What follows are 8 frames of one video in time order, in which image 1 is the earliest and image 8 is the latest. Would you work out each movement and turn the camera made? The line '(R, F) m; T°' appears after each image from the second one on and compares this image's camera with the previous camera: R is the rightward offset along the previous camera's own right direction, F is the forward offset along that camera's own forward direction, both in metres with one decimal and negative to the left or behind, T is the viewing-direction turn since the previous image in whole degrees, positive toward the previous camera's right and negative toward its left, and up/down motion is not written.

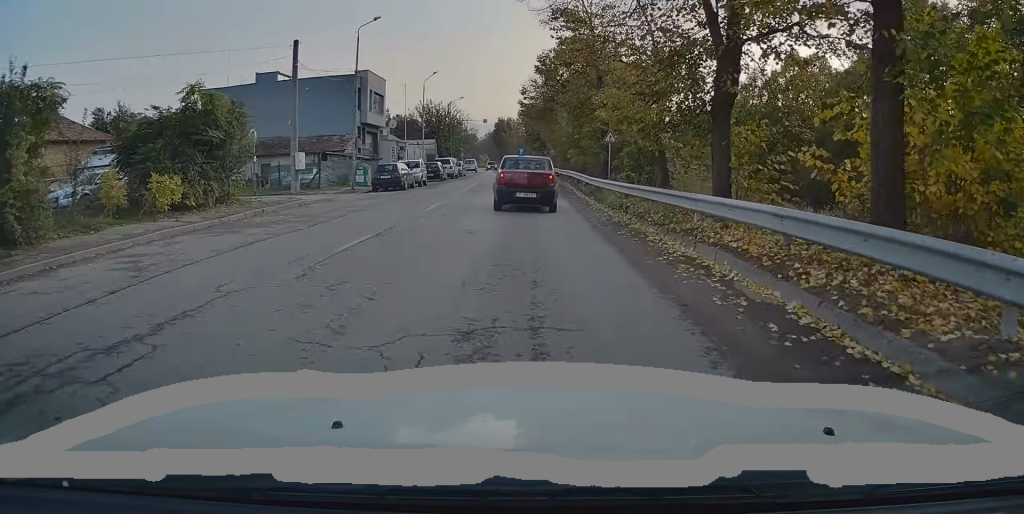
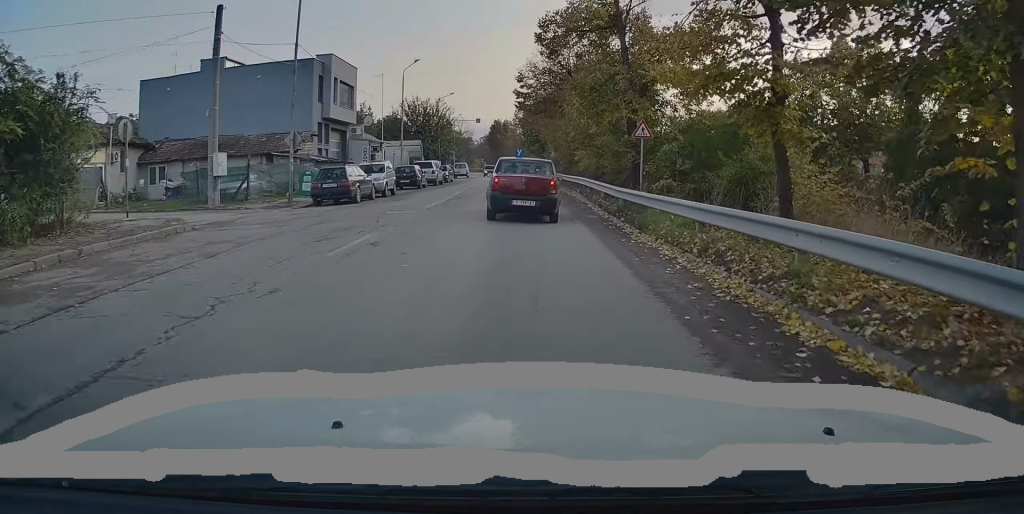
(0.0, +8.6) m; +1°
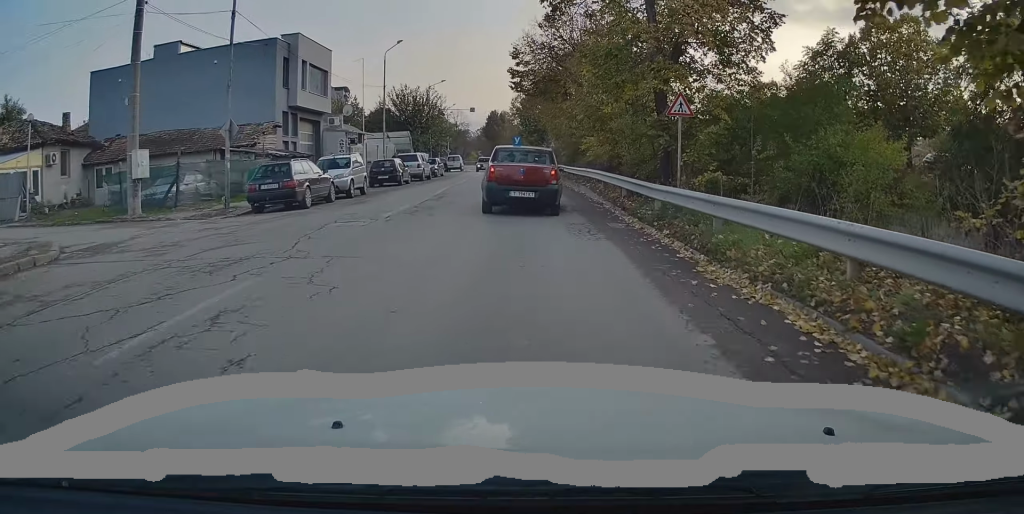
(+0.1, +5.3) m; 0°
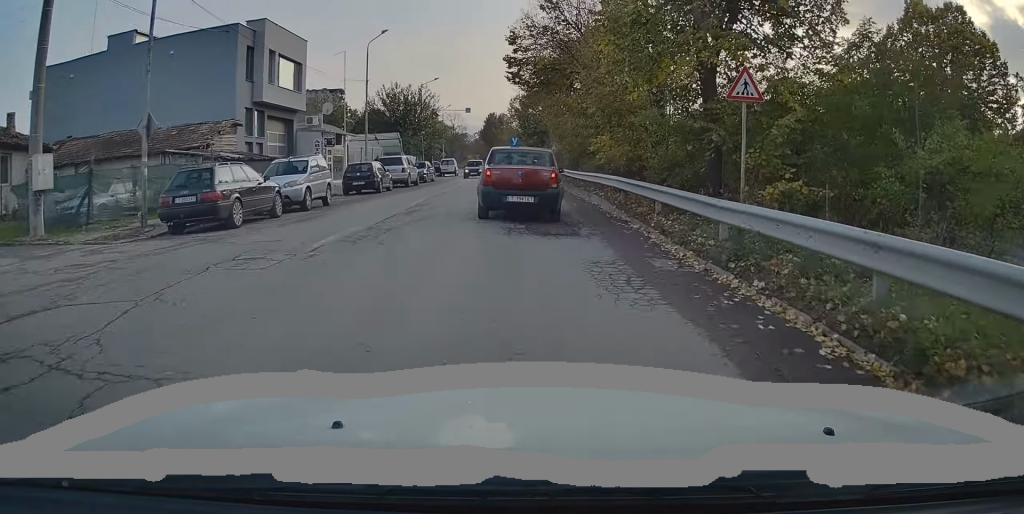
(0.0, +4.5) m; -1°
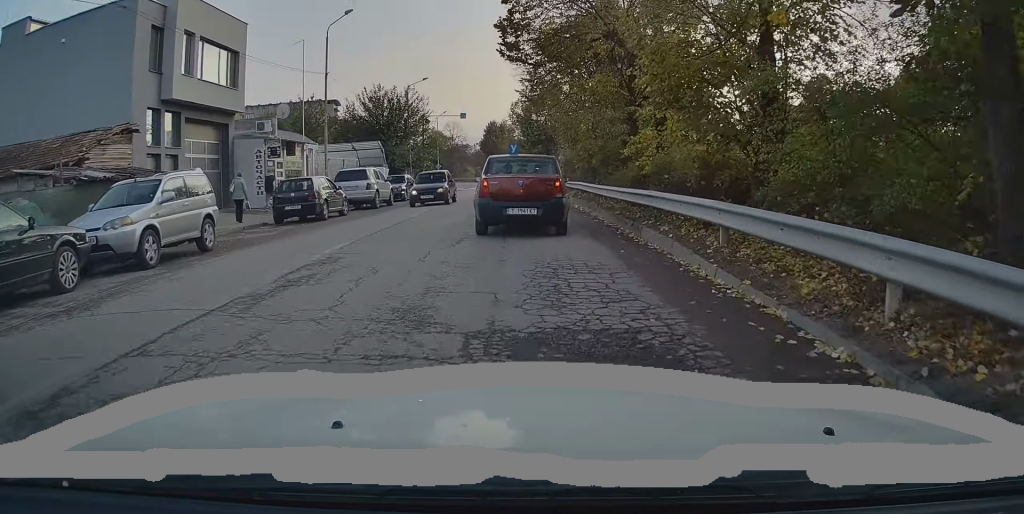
(-0.2, +8.2) m; -2°
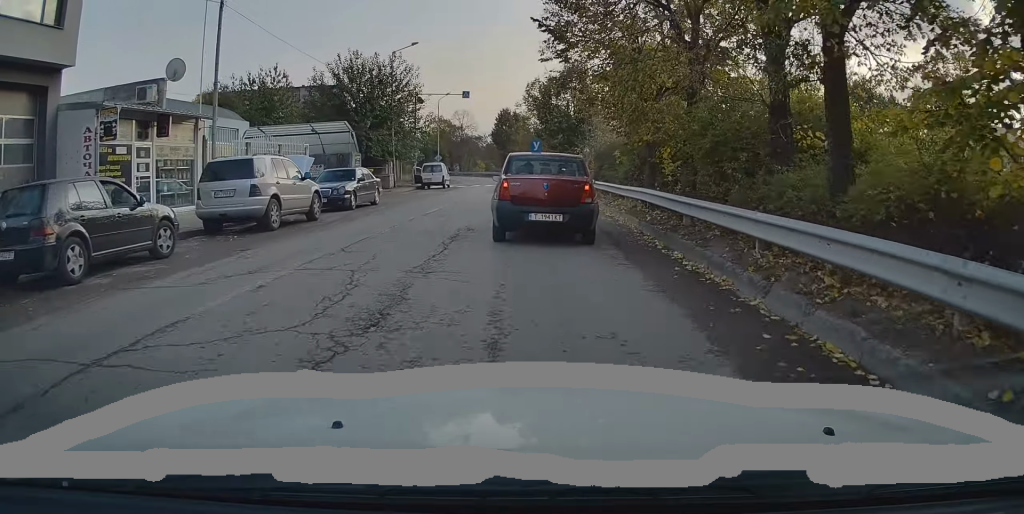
(-0.1, +12.3) m; 0°
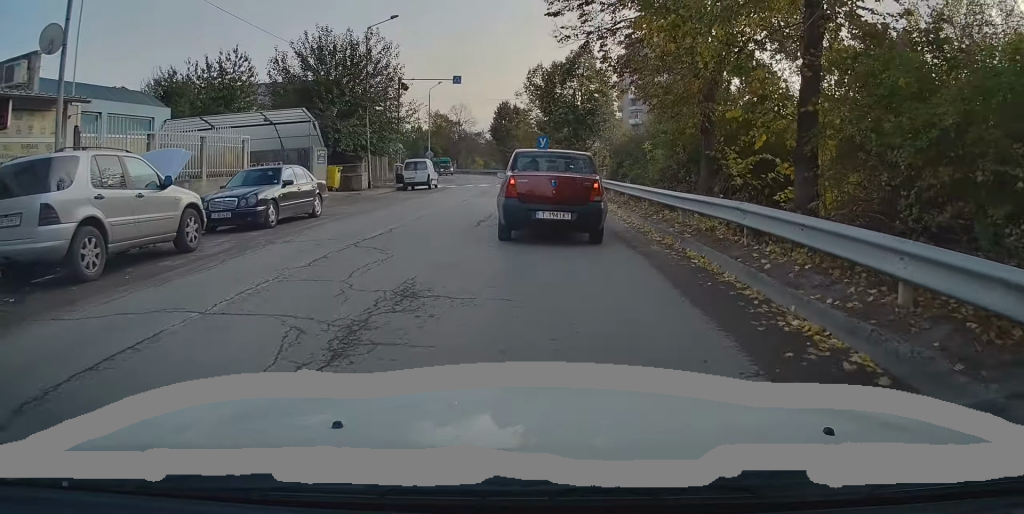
(-0.1, +6.9) m; +2°
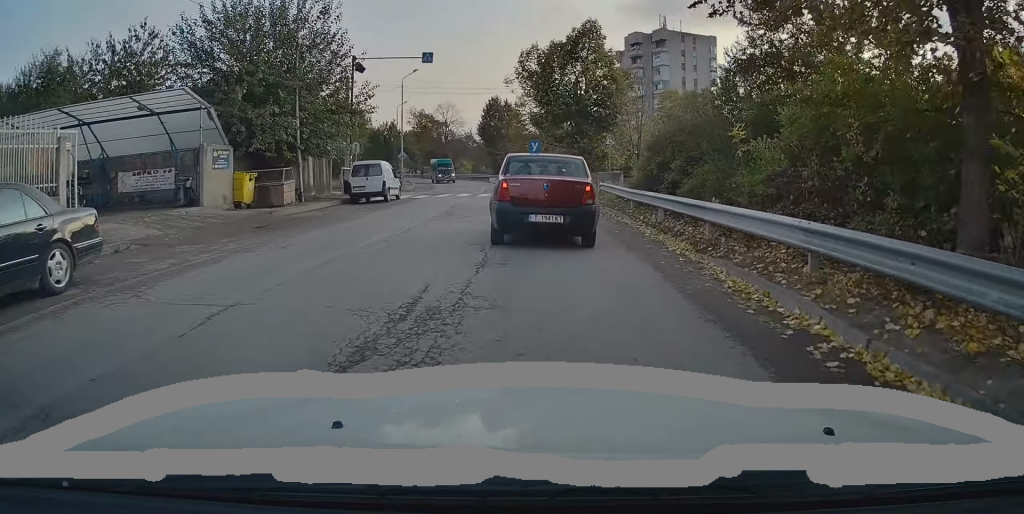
(+0.3, +10.0) m; 0°
